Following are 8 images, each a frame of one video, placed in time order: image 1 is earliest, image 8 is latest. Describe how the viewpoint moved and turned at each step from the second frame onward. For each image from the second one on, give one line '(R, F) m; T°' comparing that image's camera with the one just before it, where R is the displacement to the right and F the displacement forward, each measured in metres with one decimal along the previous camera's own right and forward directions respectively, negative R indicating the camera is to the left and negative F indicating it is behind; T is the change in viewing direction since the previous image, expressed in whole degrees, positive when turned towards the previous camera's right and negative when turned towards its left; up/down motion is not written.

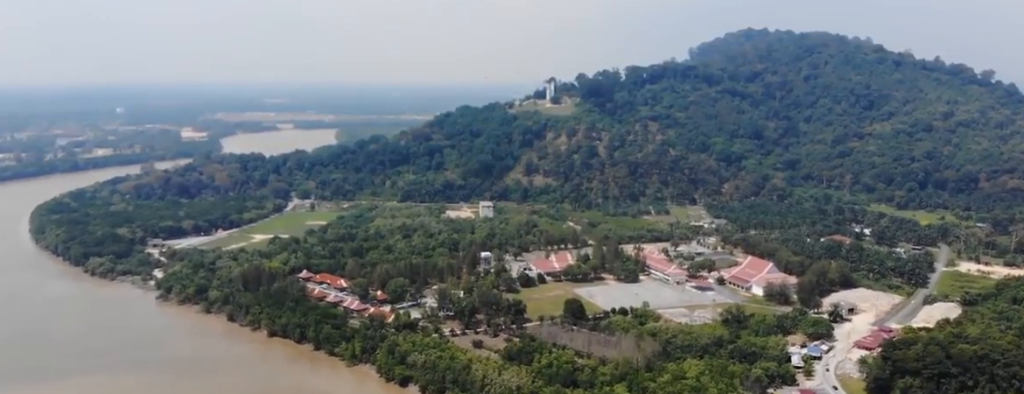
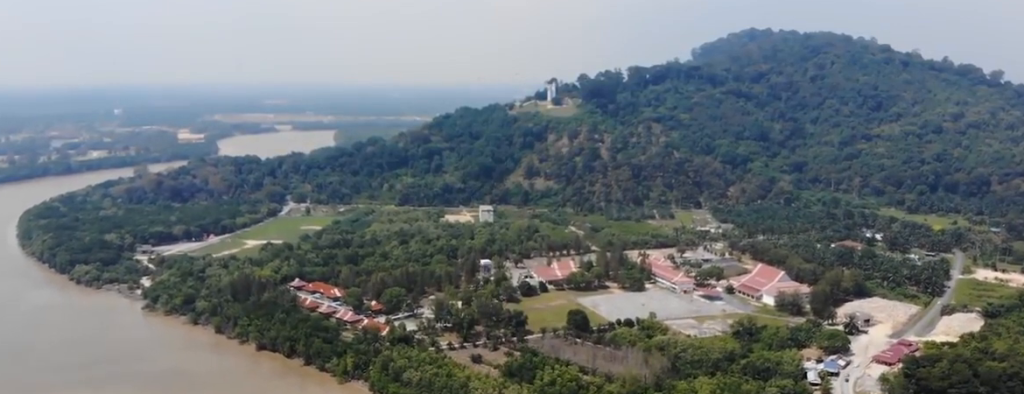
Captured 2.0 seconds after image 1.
(-2.0, +26.3) m; -4°
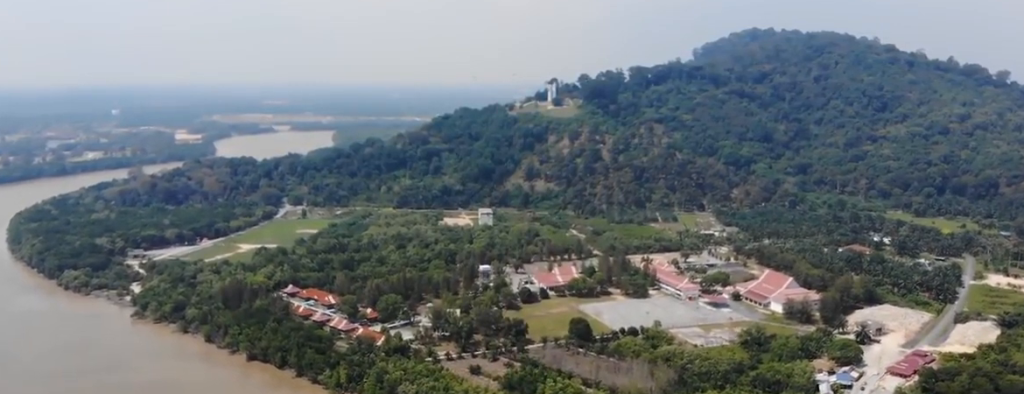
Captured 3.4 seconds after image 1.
(+0.5, +19.6) m; +2°
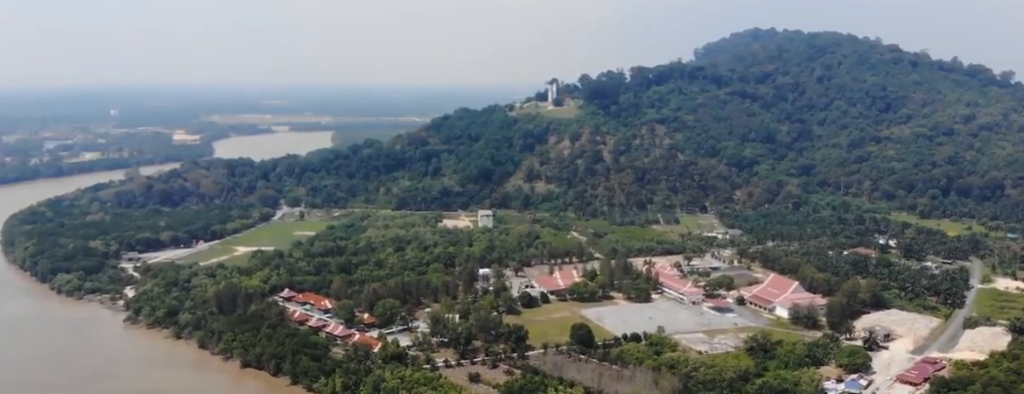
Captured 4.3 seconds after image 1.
(0.0, +11.7) m; 0°
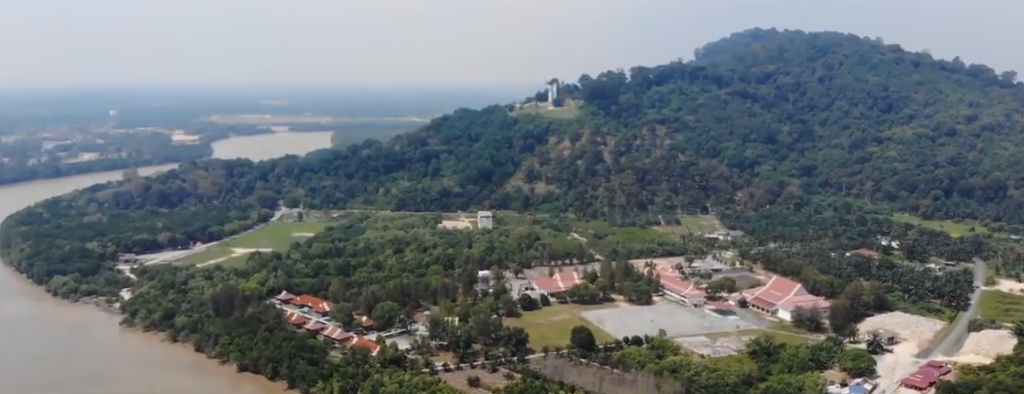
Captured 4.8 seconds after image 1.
(0.0, +6.0) m; 0°
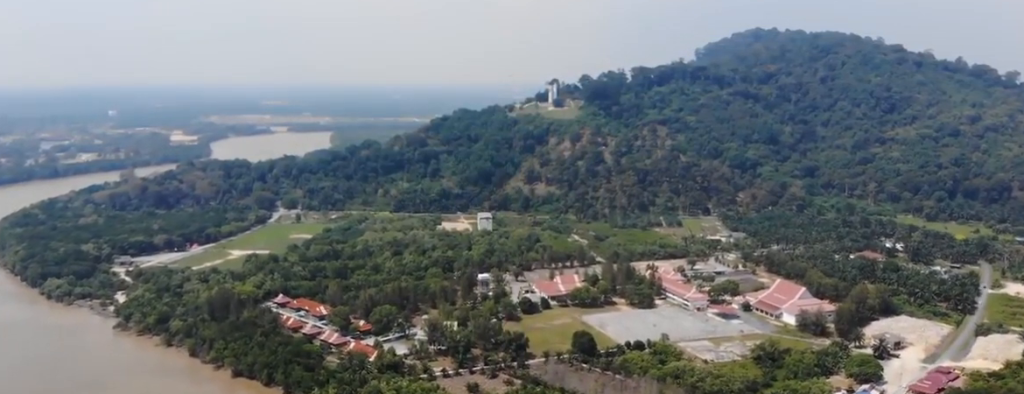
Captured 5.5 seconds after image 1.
(0.0, +8.9) m; 0°
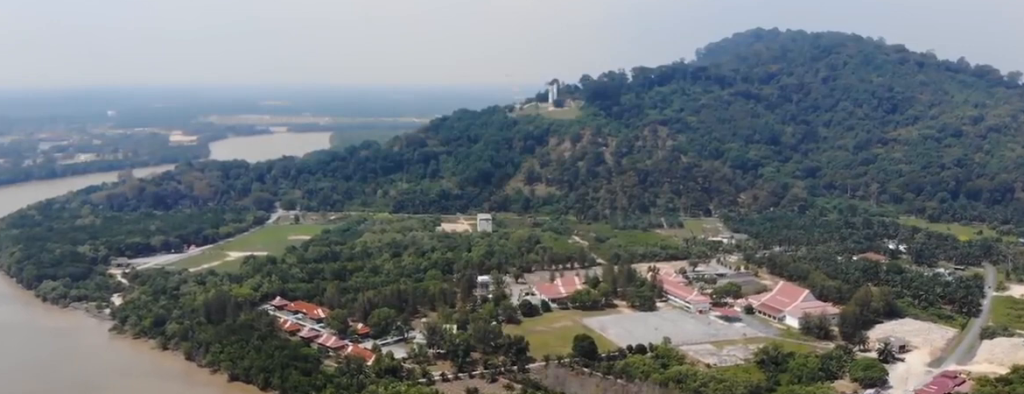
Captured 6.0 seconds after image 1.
(0.0, +6.3) m; 0°
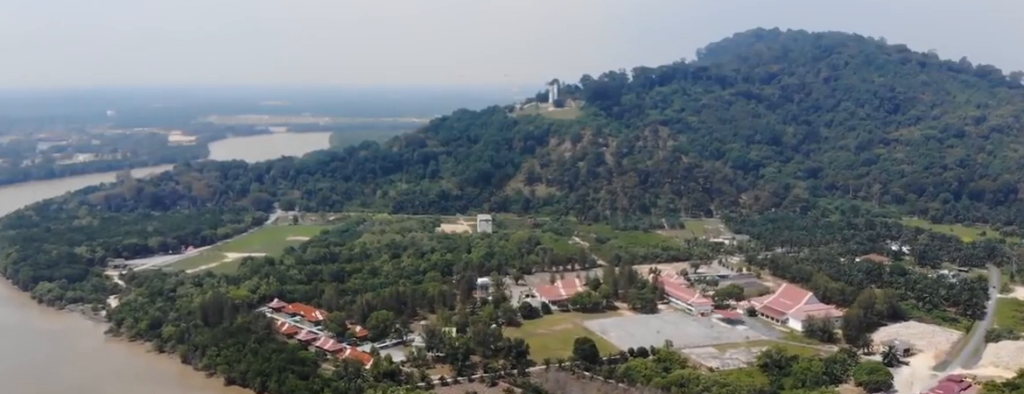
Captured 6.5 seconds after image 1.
(0.0, +5.9) m; 0°
